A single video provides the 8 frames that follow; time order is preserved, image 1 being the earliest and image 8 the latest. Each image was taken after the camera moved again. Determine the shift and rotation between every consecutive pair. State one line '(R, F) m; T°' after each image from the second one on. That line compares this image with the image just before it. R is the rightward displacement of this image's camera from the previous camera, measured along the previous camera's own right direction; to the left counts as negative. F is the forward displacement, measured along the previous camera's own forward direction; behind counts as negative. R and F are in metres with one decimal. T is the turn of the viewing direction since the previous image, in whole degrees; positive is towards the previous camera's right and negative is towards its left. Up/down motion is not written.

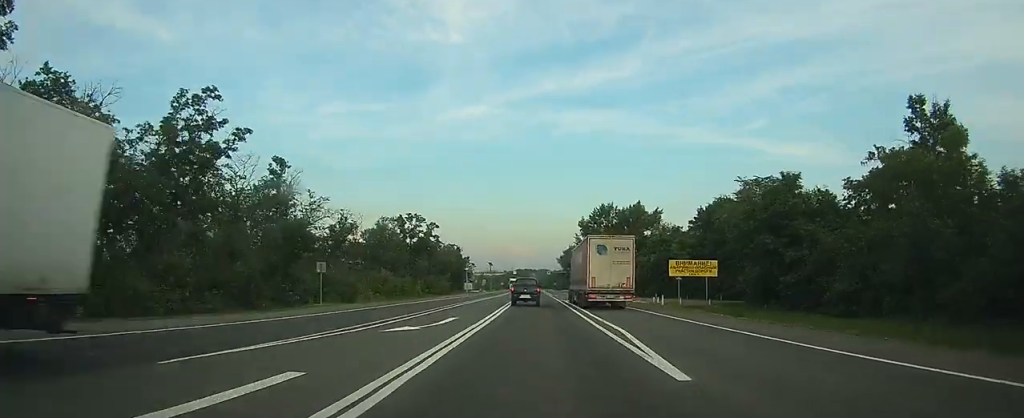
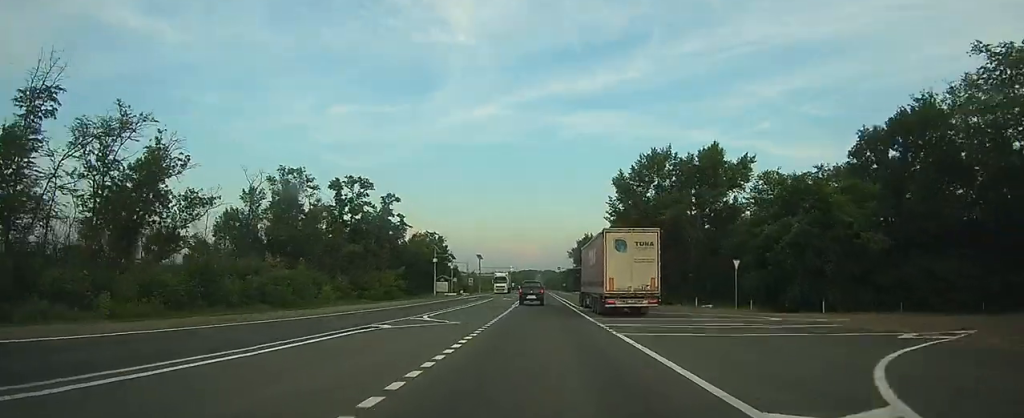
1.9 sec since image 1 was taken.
(-0.2, +48.4) m; 0°
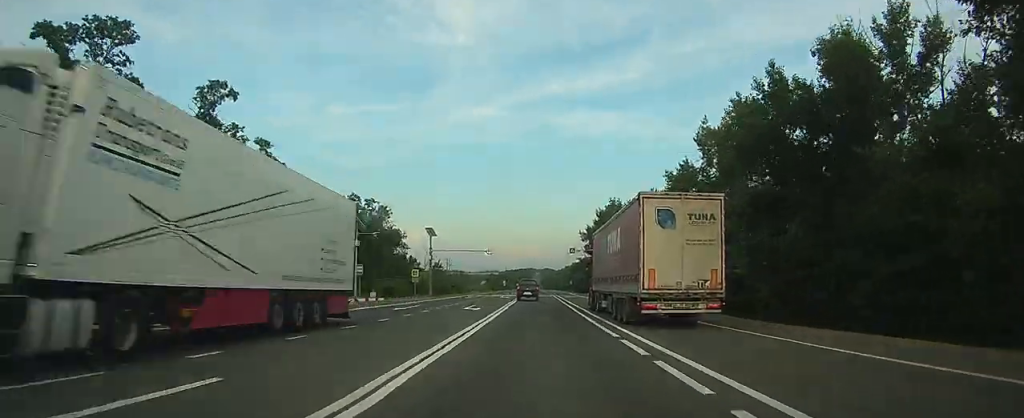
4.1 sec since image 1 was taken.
(-0.1, +59.1) m; 0°
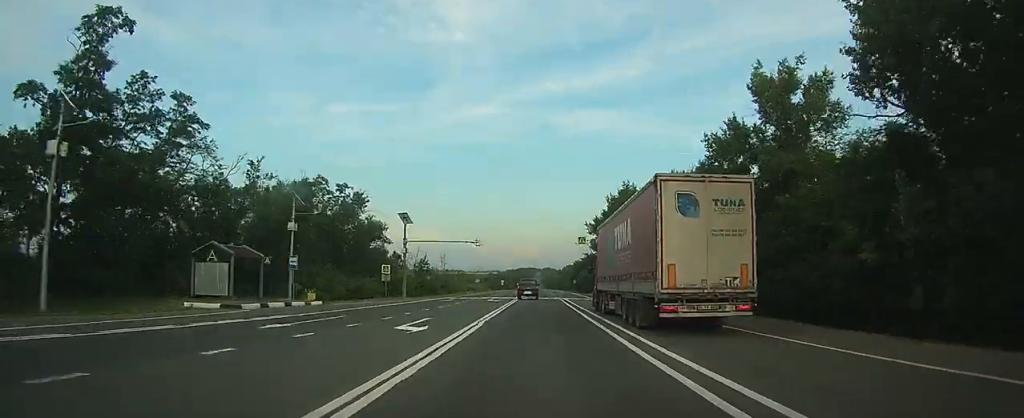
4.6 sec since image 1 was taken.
(0.0, +15.1) m; 0°
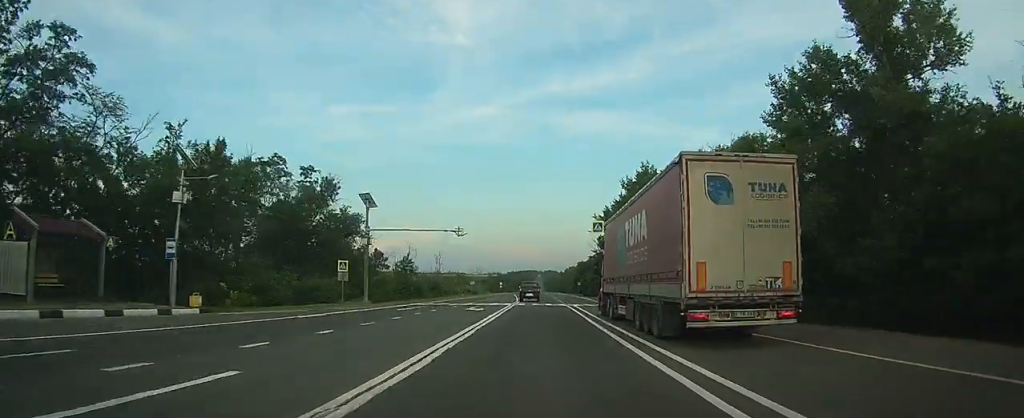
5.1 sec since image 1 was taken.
(0.0, +14.4) m; 0°
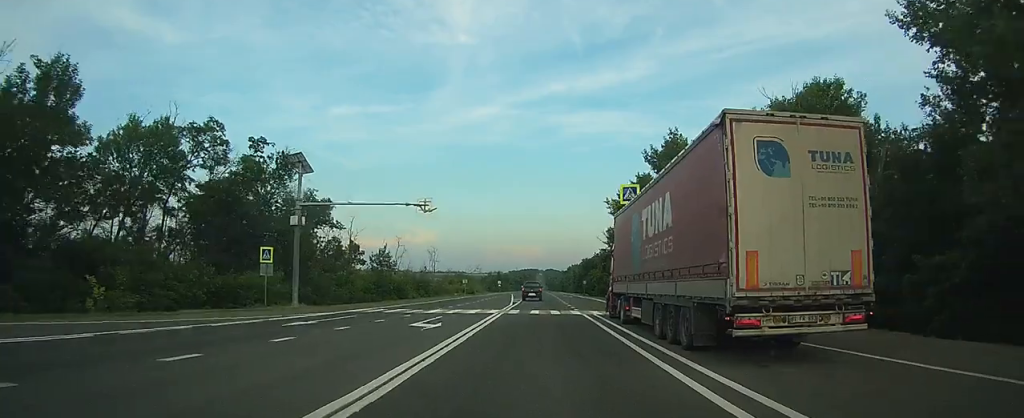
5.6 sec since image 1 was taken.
(0.0, +14.5) m; 0°
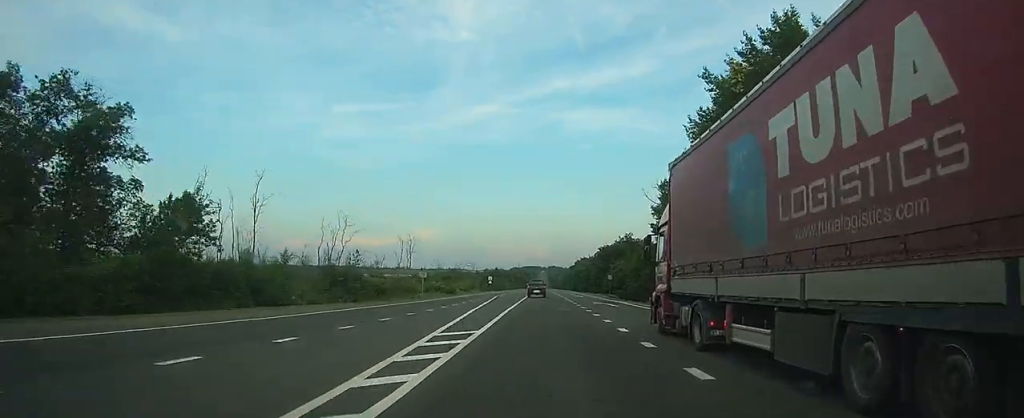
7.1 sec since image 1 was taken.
(0.0, +44.6) m; 0°
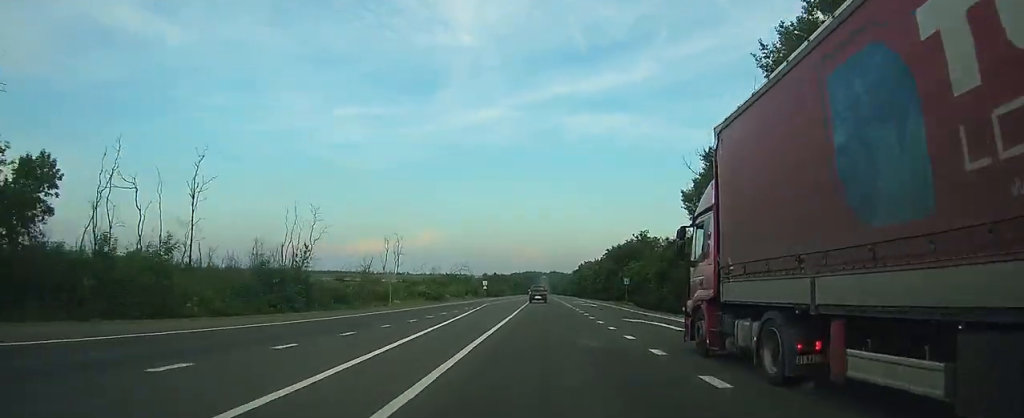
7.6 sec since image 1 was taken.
(0.0, +16.1) m; 0°
